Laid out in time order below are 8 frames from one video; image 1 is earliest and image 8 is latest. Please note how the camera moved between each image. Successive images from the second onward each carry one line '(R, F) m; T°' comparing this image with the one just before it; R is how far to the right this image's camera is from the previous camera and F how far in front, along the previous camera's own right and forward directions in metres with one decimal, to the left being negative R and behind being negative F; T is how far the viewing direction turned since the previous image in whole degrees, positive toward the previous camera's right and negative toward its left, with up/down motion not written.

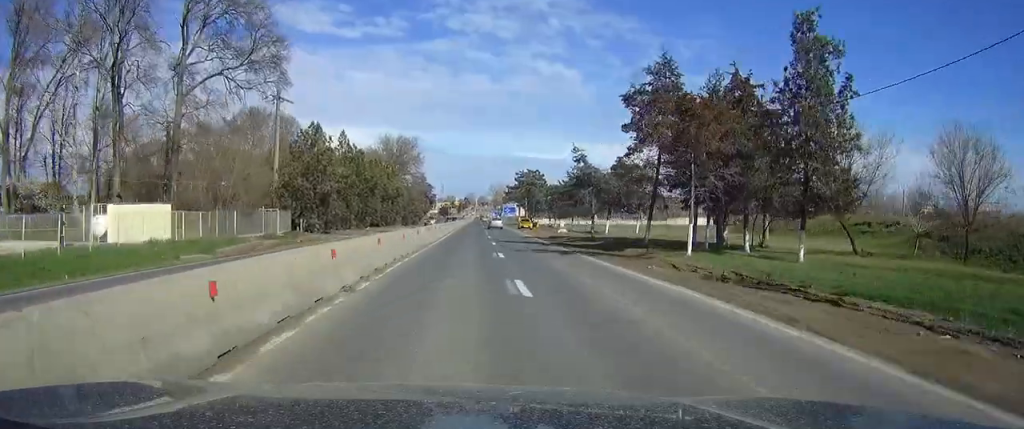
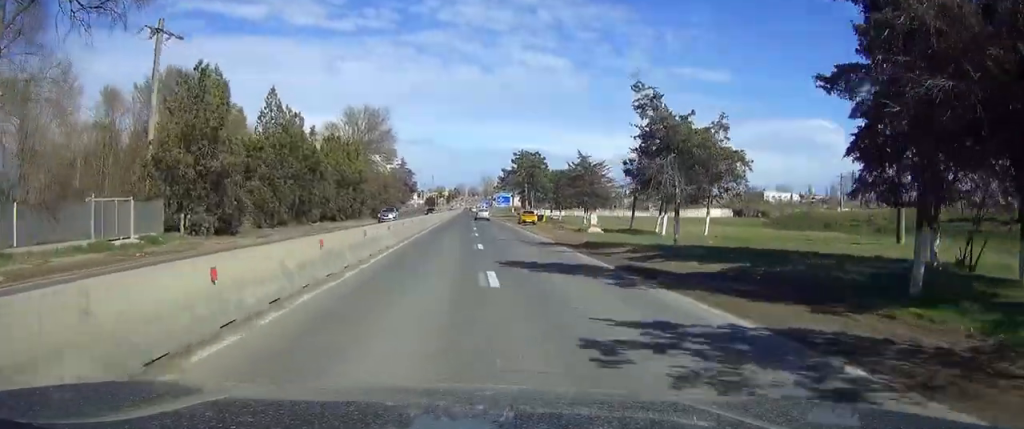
(+0.1, +22.7) m; +1°
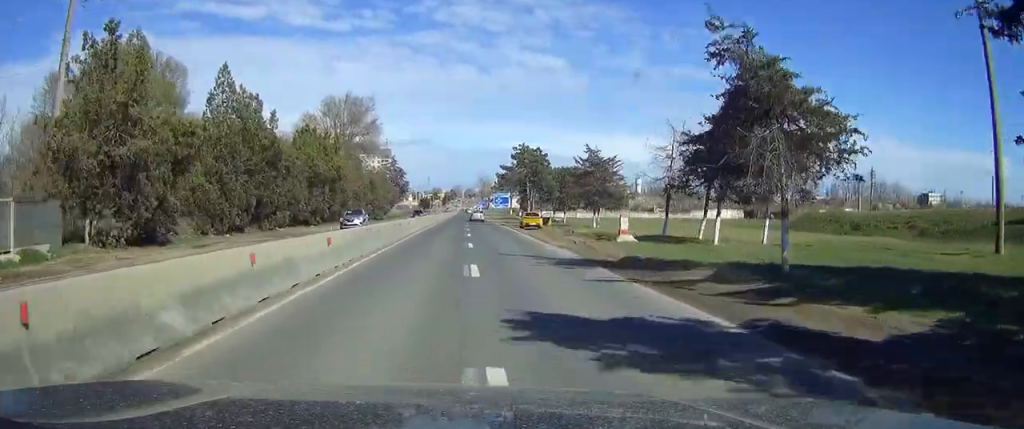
(+0.1, +9.7) m; 0°
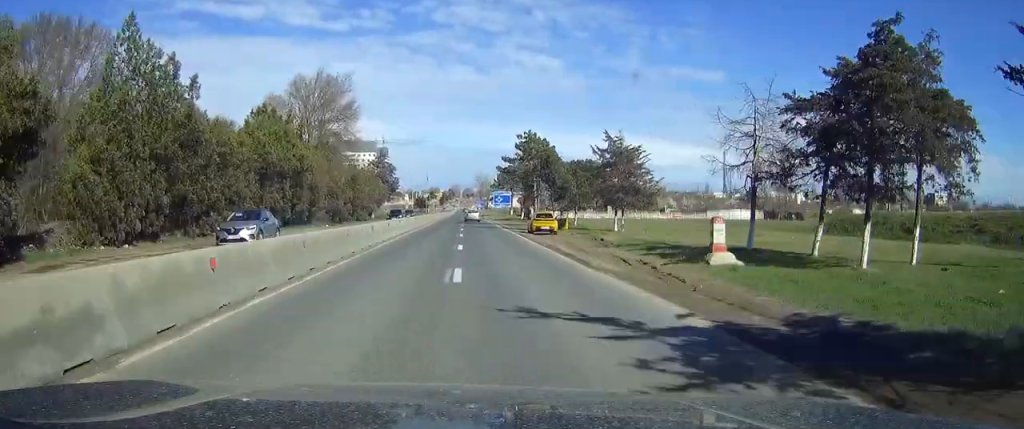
(0.0, +12.8) m; 0°
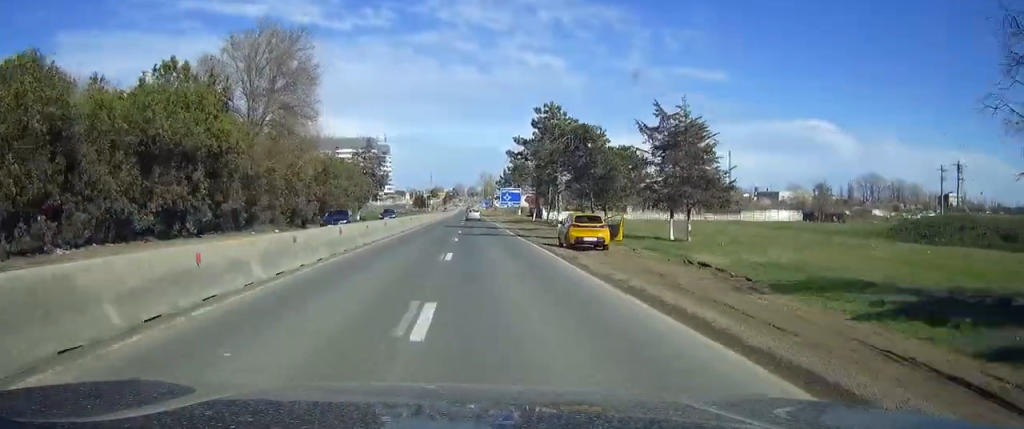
(0.0, +17.6) m; 0°
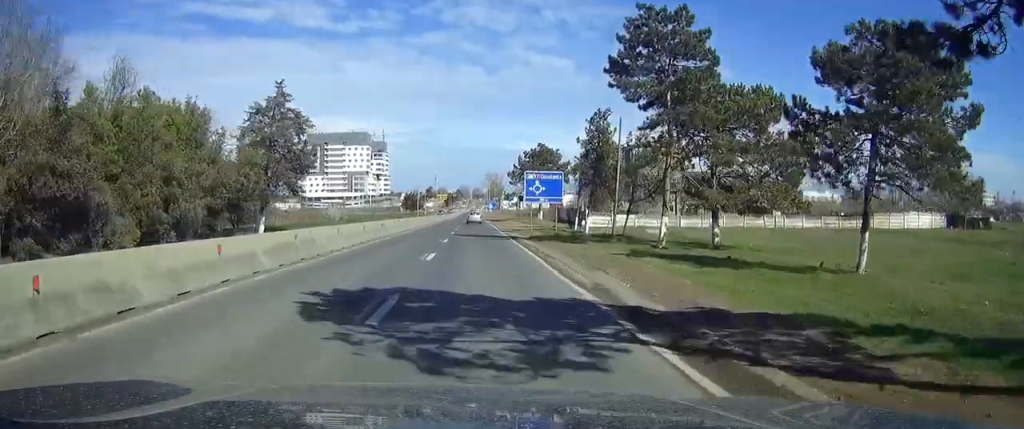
(-0.3, +45.5) m; -1°
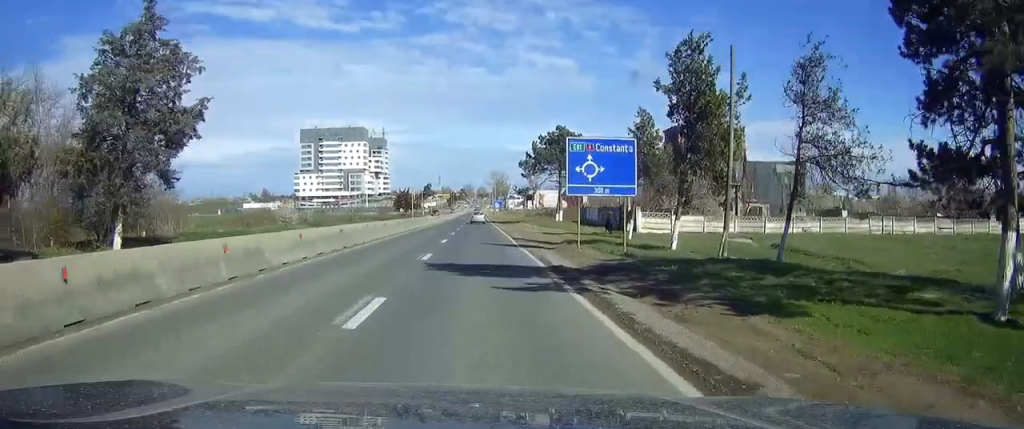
(-0.1, +23.2) m; 0°
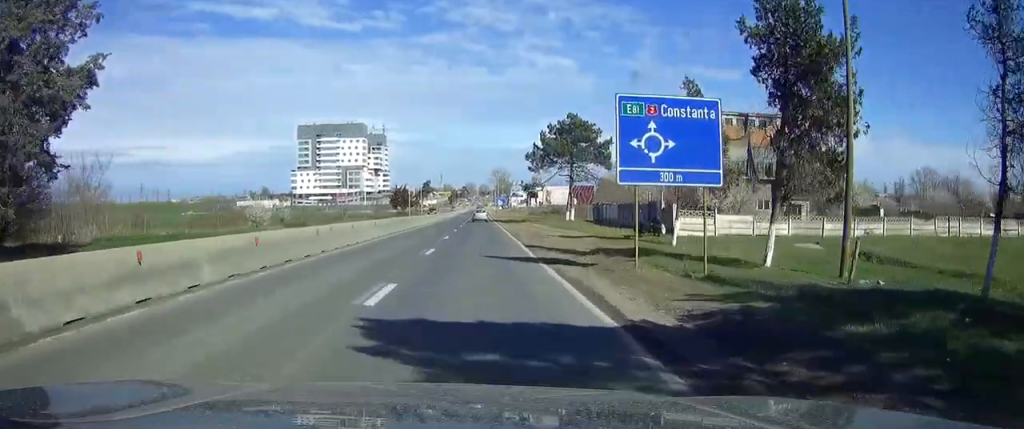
(0.0, +9.9) m; 0°
